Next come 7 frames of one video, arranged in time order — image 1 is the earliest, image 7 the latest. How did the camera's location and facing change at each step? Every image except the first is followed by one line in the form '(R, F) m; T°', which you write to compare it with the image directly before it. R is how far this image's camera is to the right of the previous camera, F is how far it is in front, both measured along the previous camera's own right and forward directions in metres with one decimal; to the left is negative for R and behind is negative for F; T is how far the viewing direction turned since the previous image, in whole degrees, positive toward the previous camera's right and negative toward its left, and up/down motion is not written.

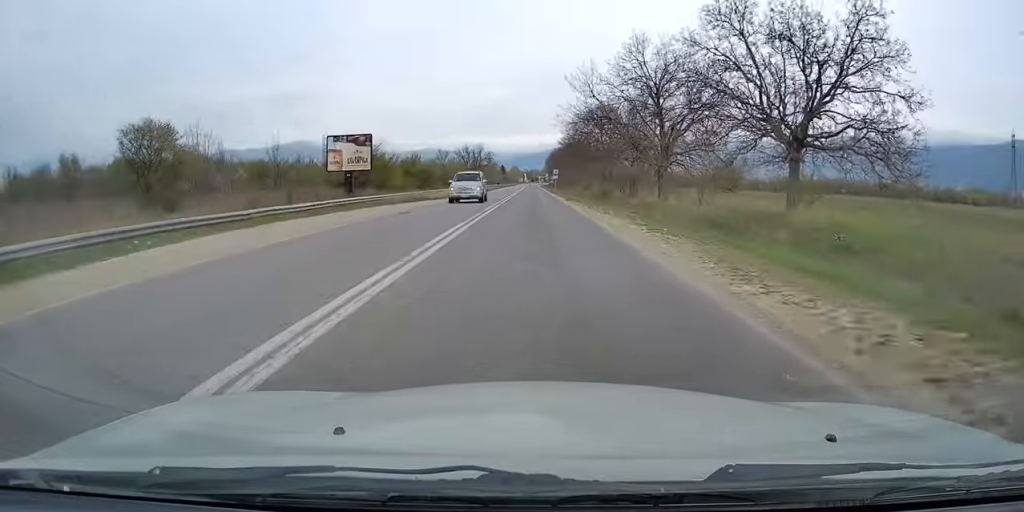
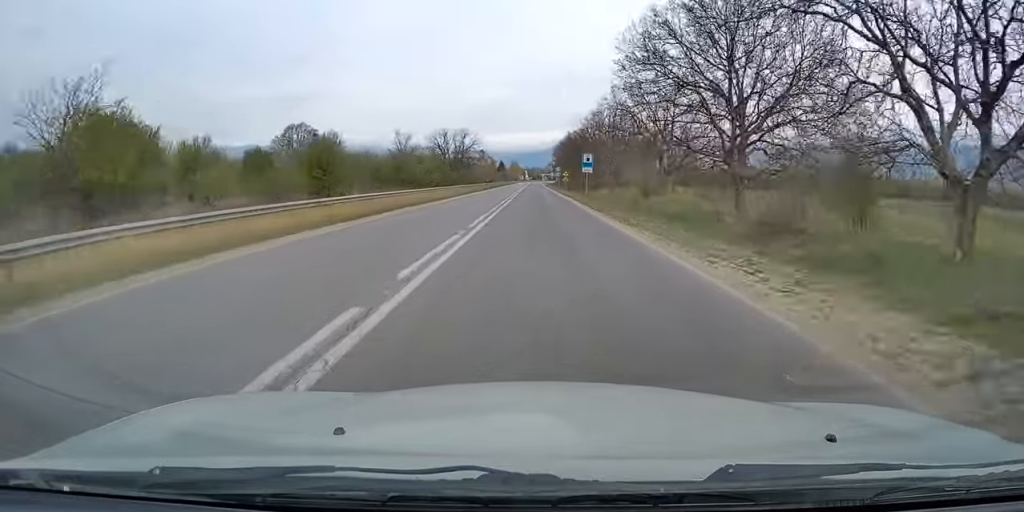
(-0.4, +48.4) m; -1°
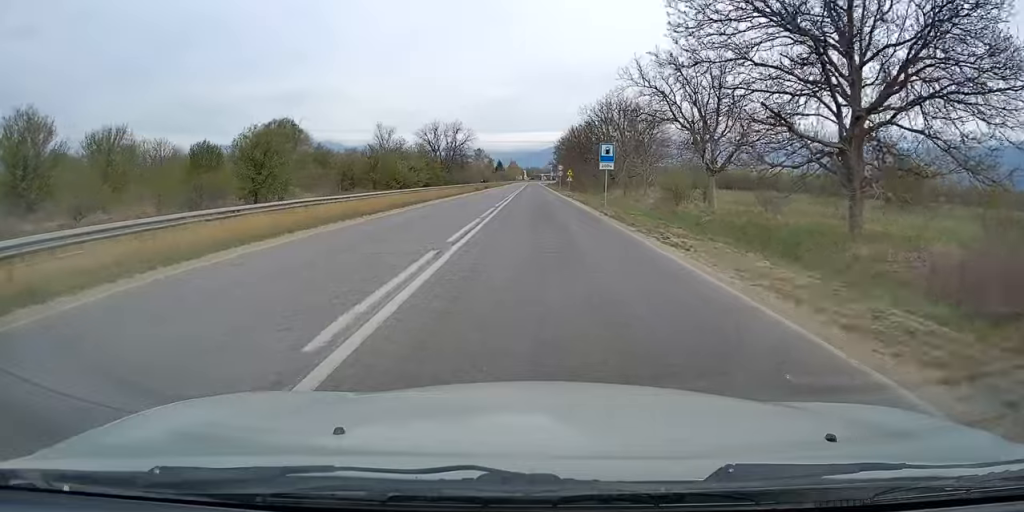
(0.0, +11.3) m; 0°
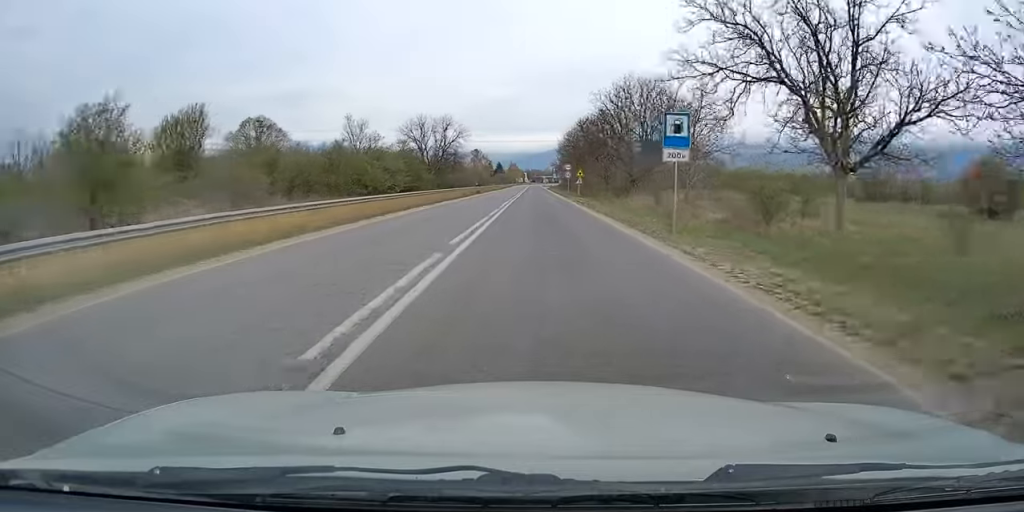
(-0.1, +15.0) m; 0°
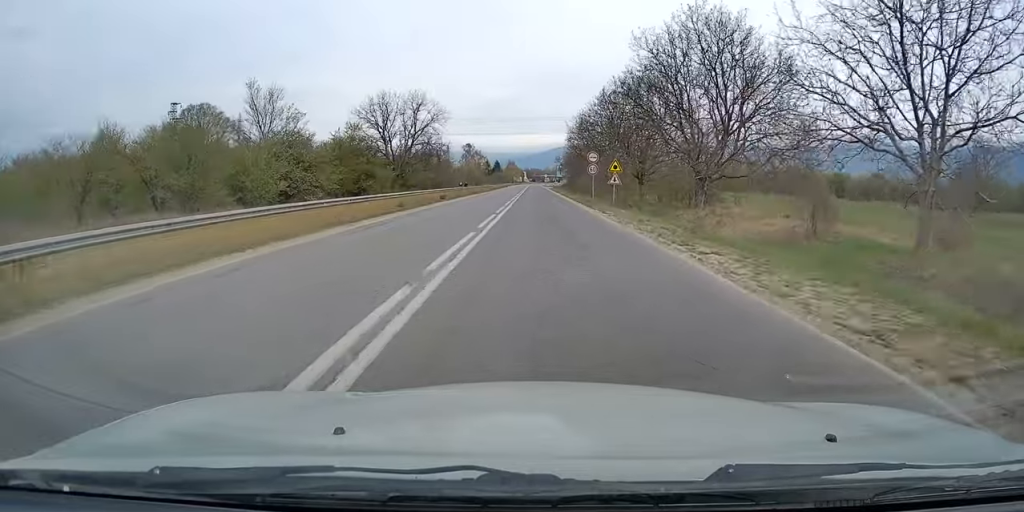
(+0.3, +26.2) m; +1°
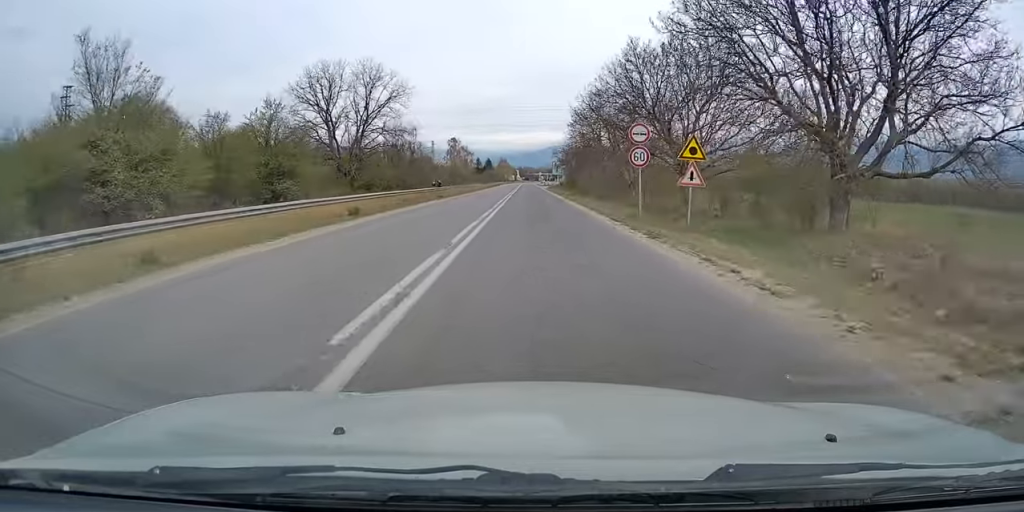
(+0.1, +19.5) m; 0°
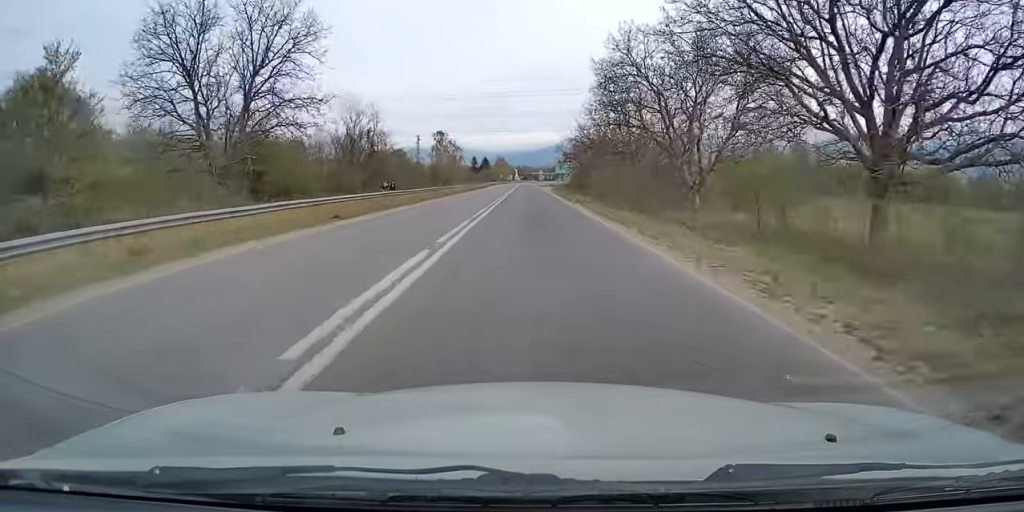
(-0.2, +23.7) m; 0°
